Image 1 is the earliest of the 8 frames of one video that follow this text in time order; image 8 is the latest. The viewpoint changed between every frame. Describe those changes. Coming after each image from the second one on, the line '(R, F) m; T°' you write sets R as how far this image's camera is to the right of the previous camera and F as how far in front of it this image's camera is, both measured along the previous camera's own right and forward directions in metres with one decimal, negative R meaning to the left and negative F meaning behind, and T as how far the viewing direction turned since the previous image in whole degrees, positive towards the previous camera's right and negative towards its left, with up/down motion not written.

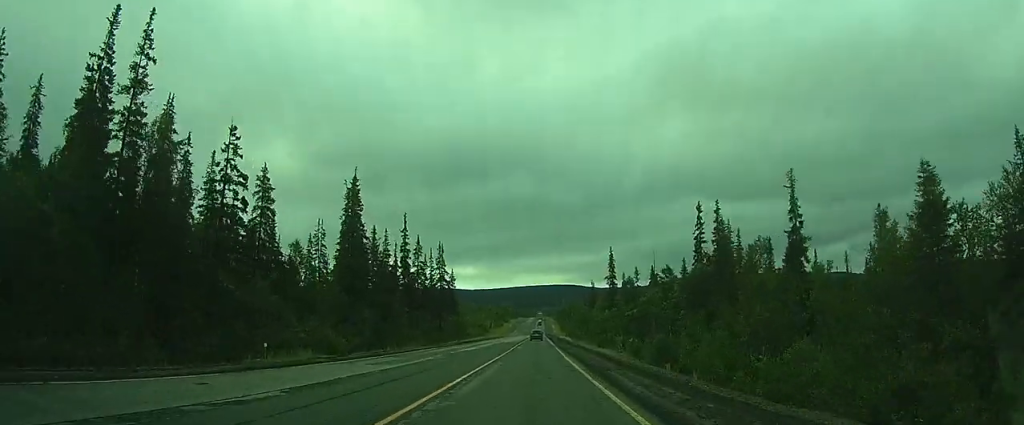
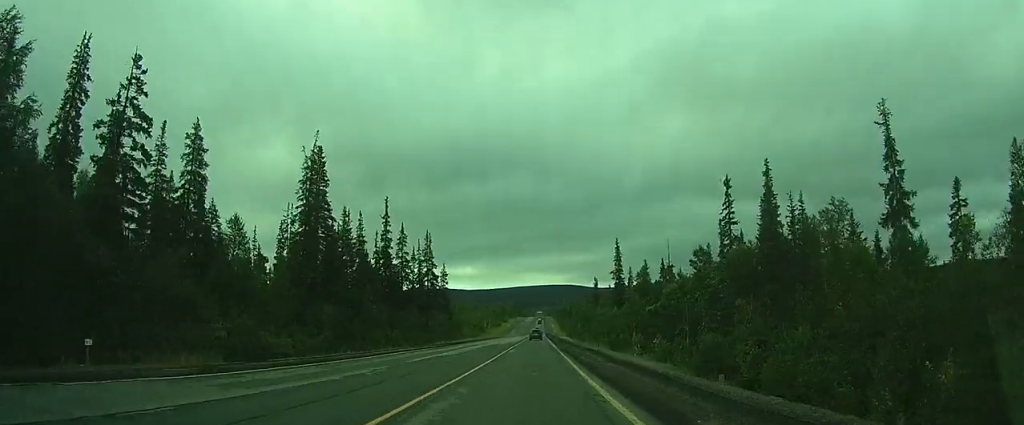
(+0.1, +11.7) m; 0°
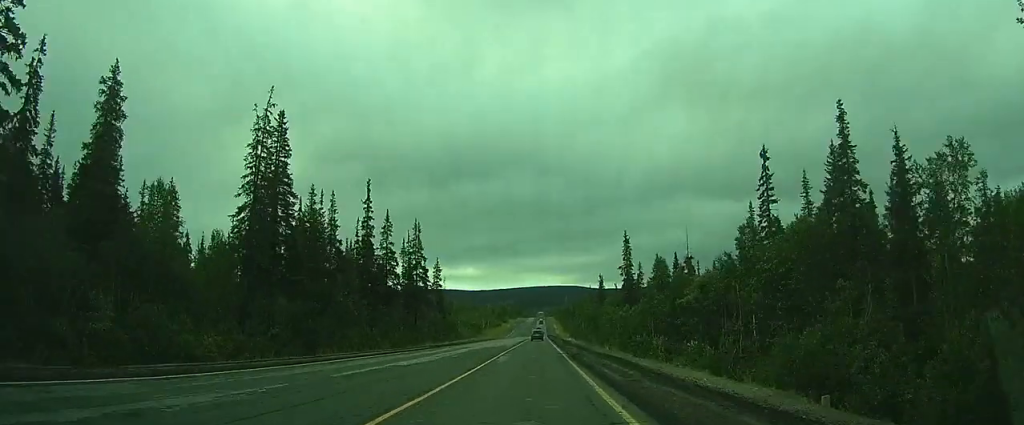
(0.0, +10.4) m; 0°
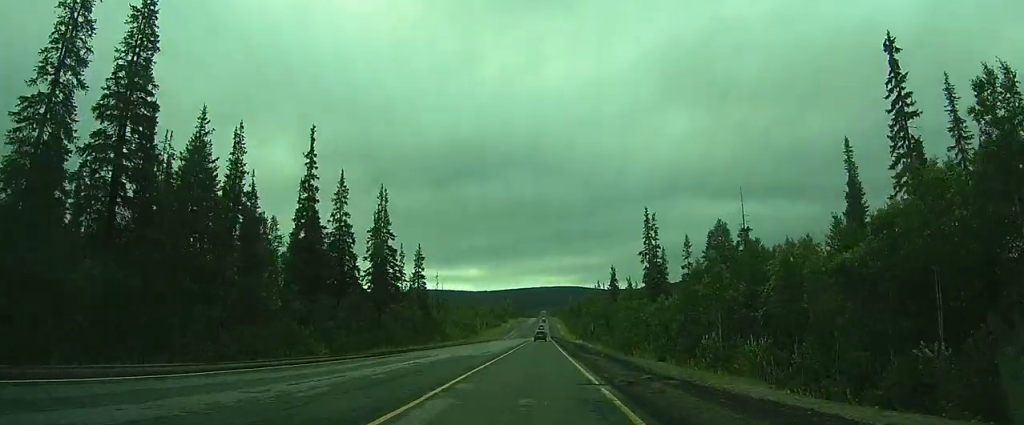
(0.0, +20.9) m; 0°
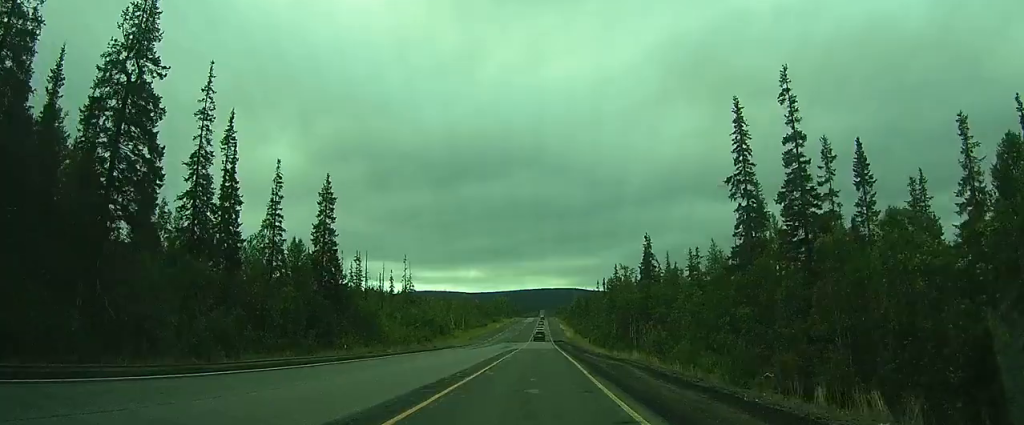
(+0.6, +45.2) m; +3°
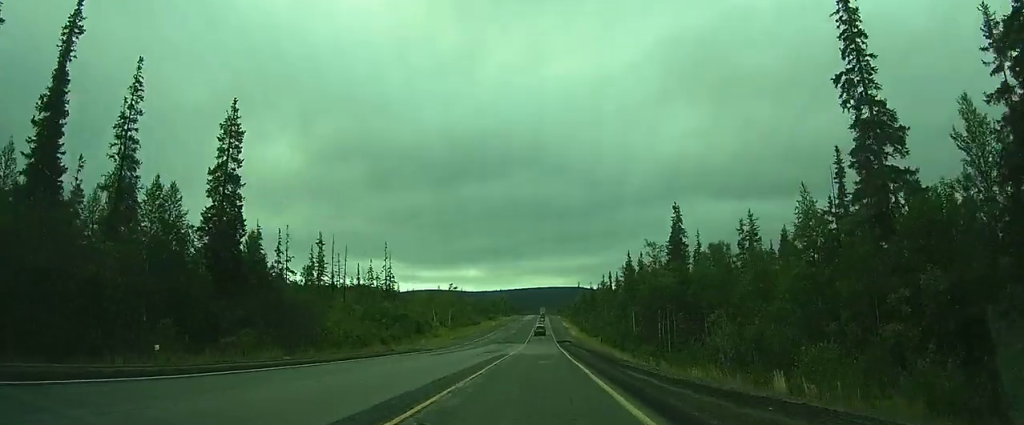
(+0.6, +19.6) m; +2°
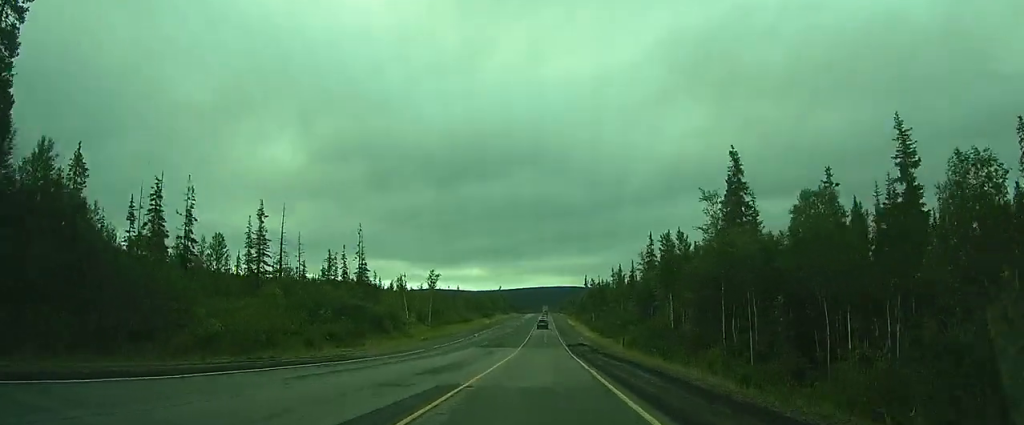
(0.0, +21.3) m; 0°
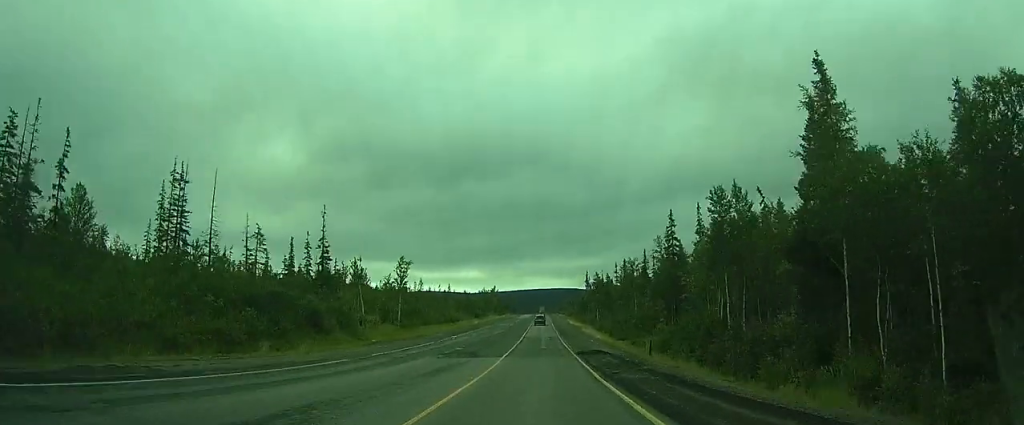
(+0.1, +17.7) m; 0°
